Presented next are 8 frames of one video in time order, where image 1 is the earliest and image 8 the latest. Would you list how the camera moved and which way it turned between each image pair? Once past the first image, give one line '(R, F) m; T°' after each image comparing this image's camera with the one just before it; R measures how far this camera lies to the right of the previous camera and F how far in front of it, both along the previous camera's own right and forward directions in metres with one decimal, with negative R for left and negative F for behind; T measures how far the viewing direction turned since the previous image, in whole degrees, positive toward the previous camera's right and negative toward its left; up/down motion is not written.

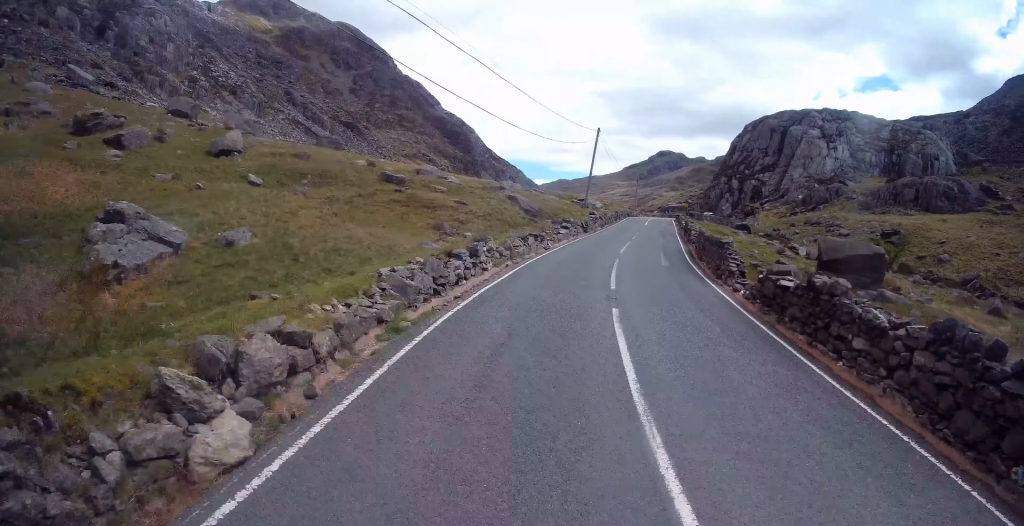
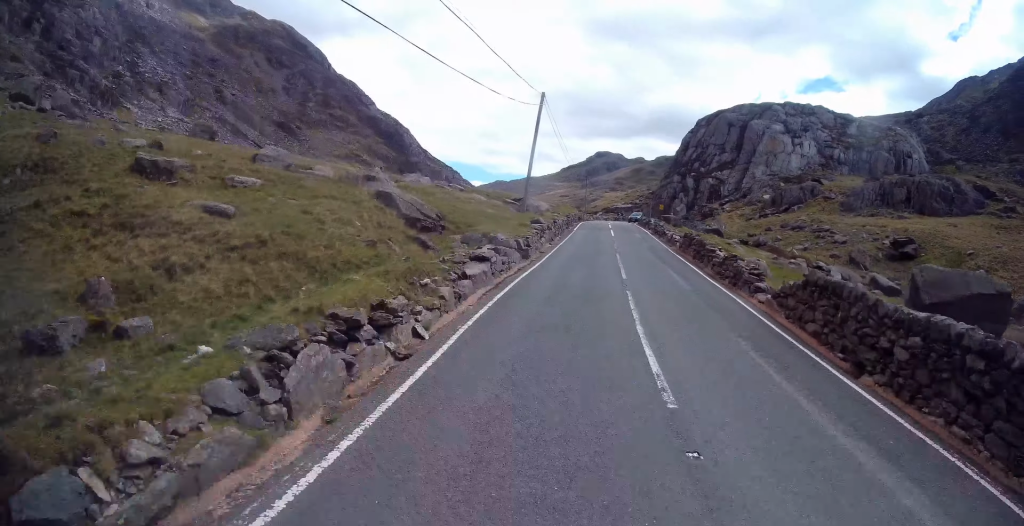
(+1.3, +15.4) m; +8°
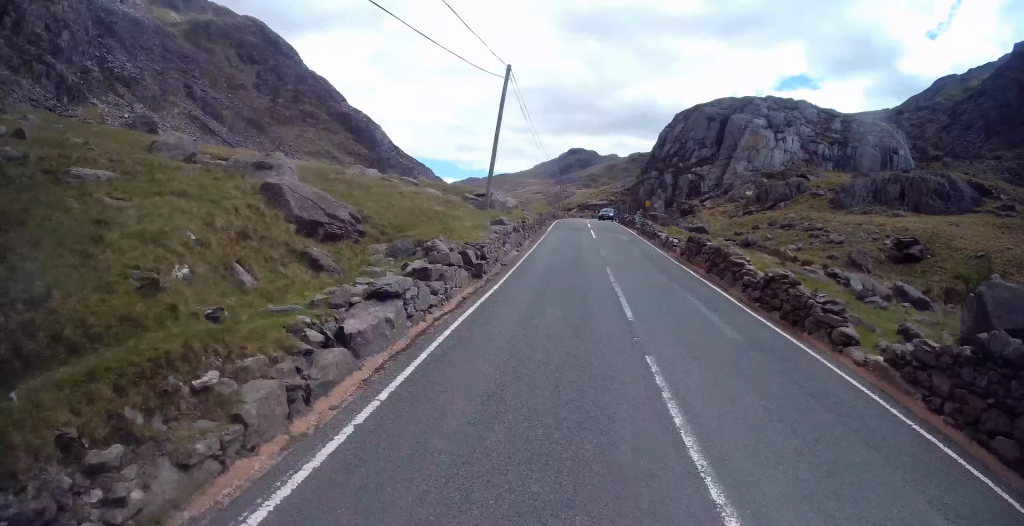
(+0.1, +5.6) m; +2°
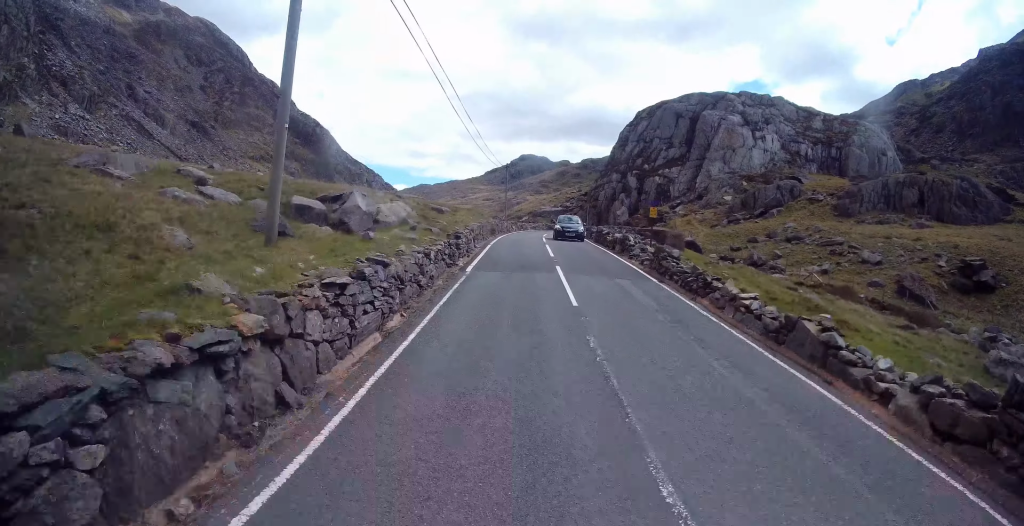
(+0.6, +16.9) m; +4°
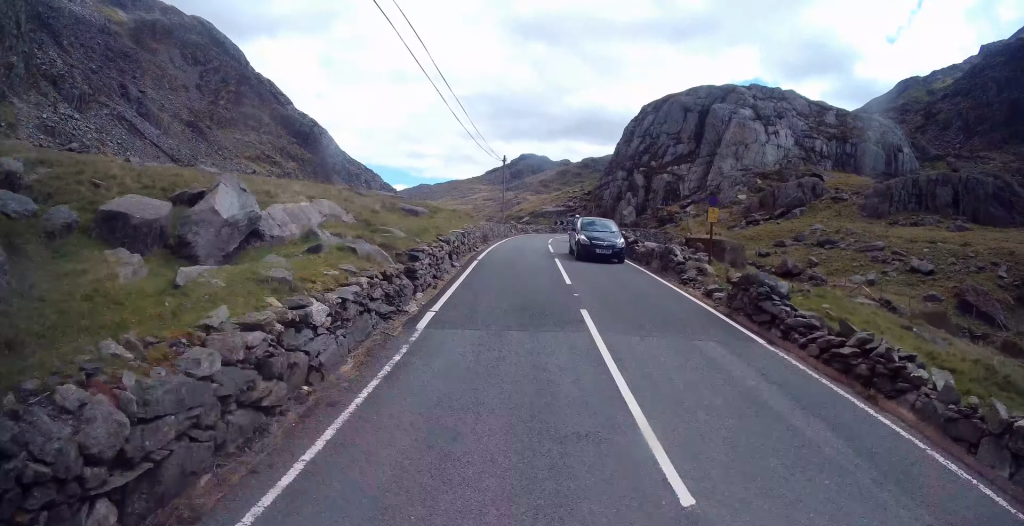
(+0.1, +7.1) m; +1°
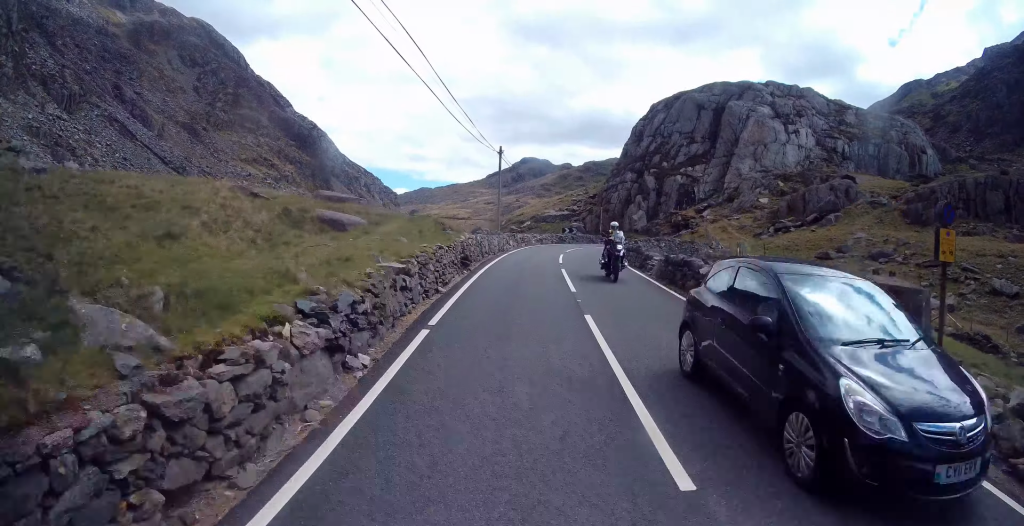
(+0.2, +9.1) m; 0°
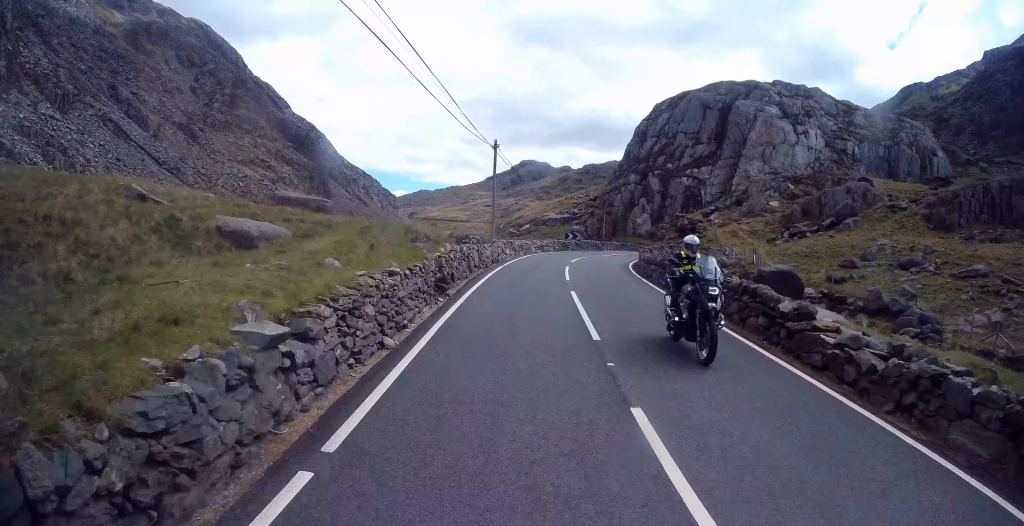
(0.0, +4.4) m; -2°
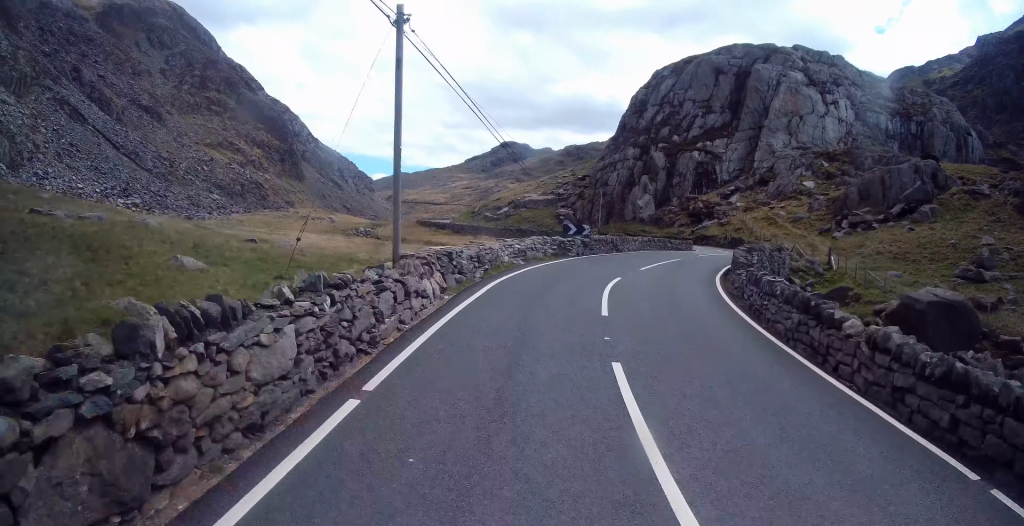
(-0.2, +16.5) m; +5°
